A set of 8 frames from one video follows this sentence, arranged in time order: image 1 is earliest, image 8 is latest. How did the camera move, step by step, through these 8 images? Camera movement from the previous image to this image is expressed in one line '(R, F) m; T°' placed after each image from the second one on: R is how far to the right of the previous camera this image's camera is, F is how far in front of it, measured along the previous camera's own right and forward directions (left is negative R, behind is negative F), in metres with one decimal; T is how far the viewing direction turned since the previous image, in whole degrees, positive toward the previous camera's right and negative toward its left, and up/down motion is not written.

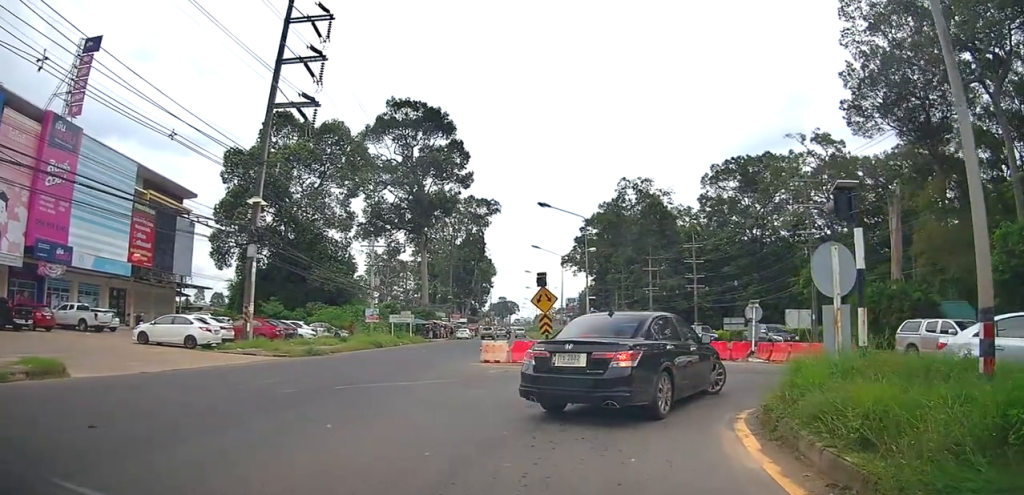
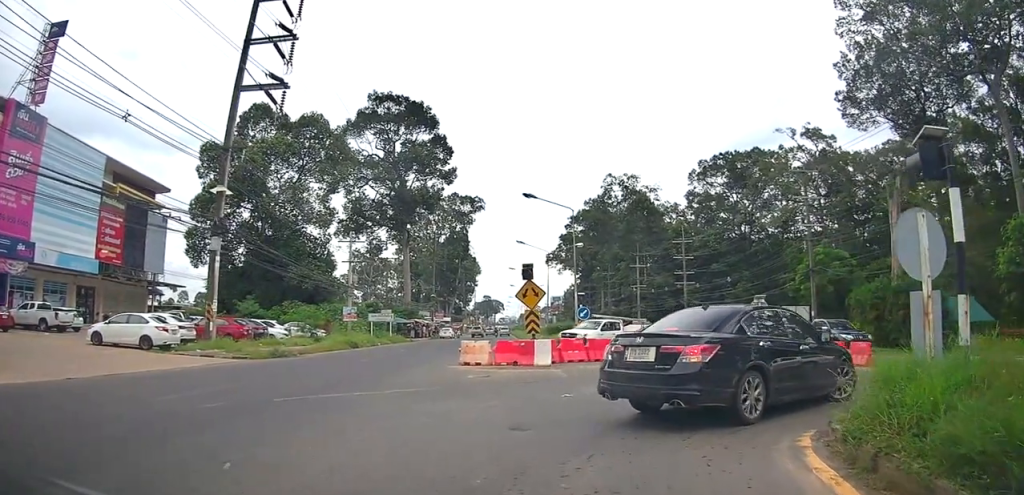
(0.0, +2.0) m; +4°
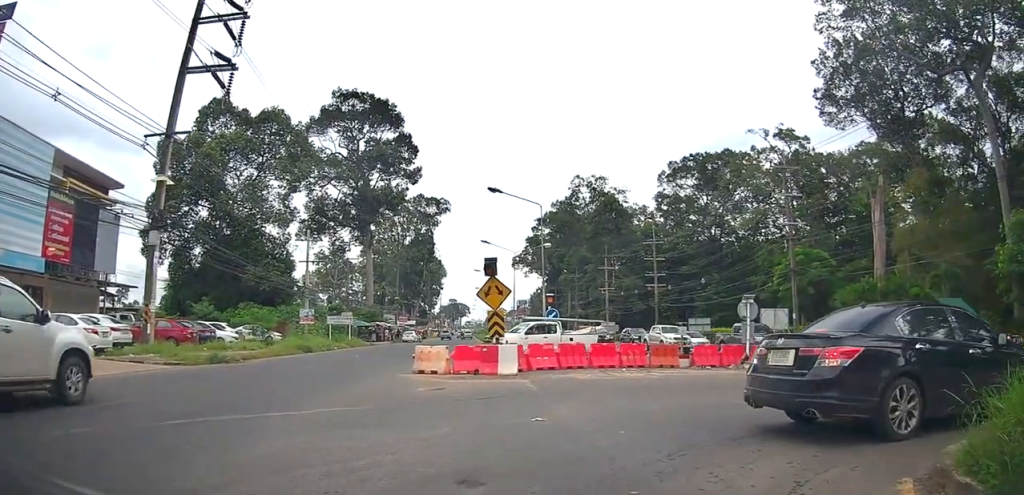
(+0.3, +2.3) m; +16°
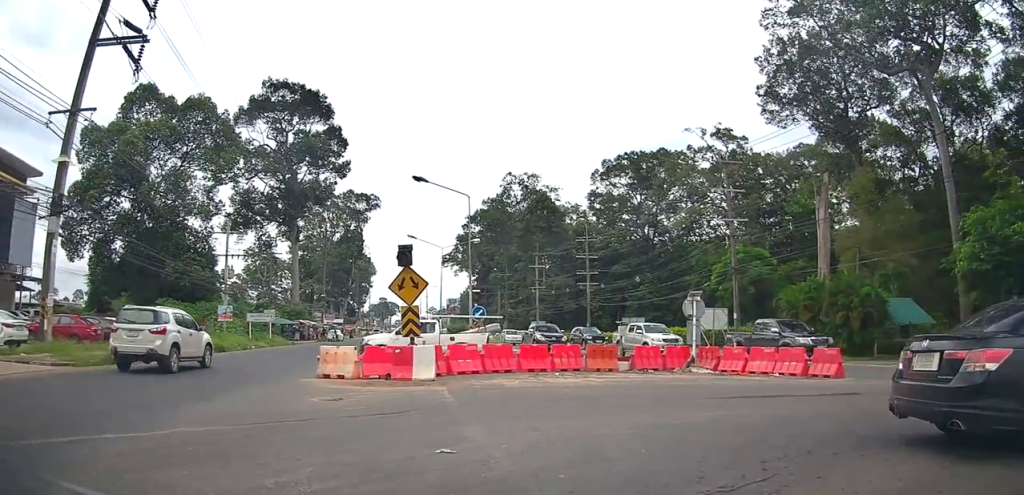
(+0.3, +1.9) m; +16°
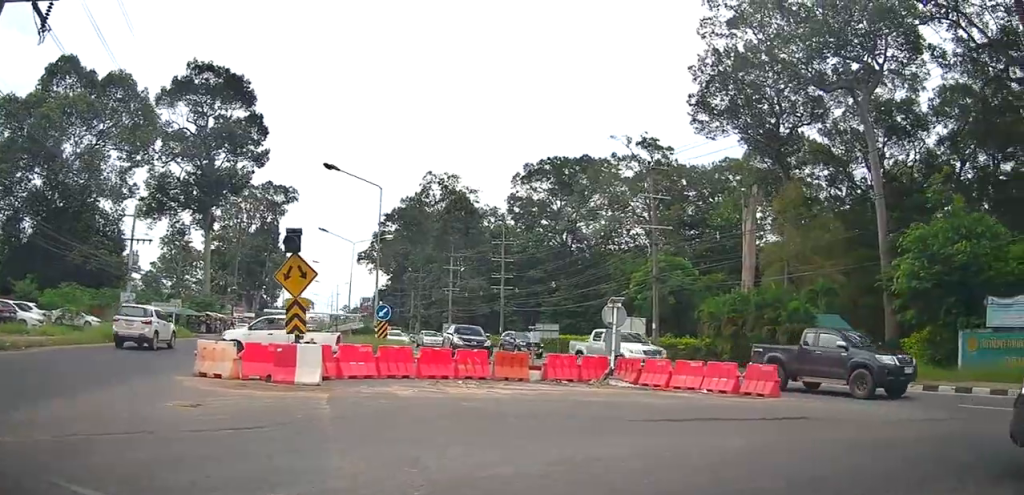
(+0.2, +1.6) m; +9°
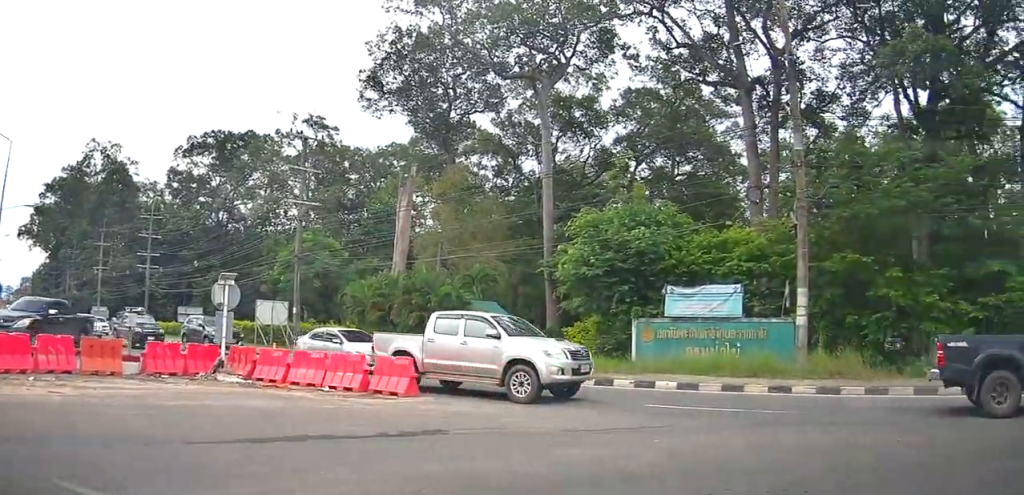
(+0.5, +3.0) m; +29°
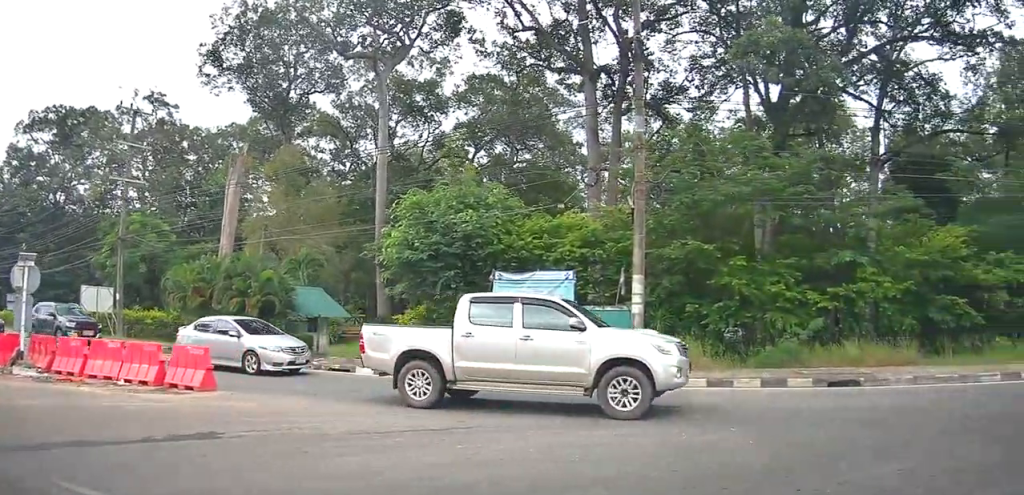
(+0.1, +1.3) m; +21°
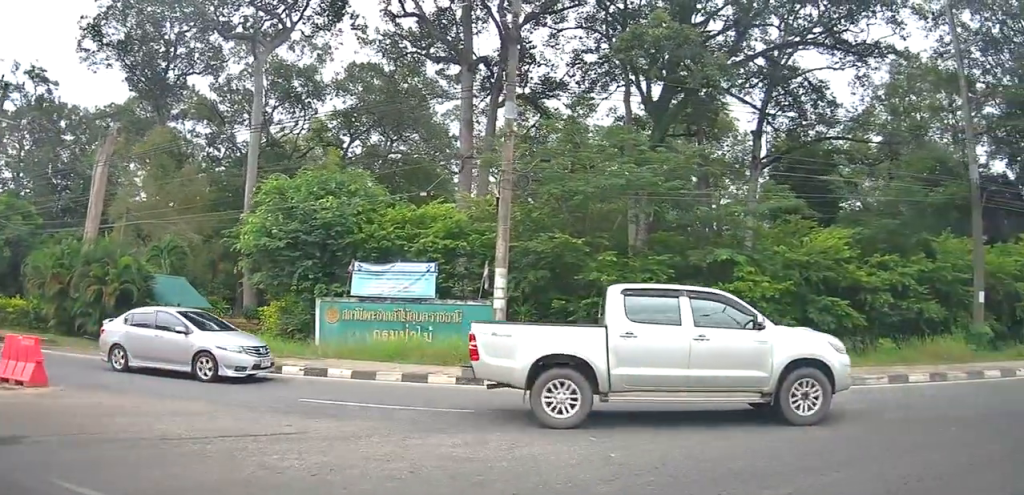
(+0.2, +1.1) m; +19°
